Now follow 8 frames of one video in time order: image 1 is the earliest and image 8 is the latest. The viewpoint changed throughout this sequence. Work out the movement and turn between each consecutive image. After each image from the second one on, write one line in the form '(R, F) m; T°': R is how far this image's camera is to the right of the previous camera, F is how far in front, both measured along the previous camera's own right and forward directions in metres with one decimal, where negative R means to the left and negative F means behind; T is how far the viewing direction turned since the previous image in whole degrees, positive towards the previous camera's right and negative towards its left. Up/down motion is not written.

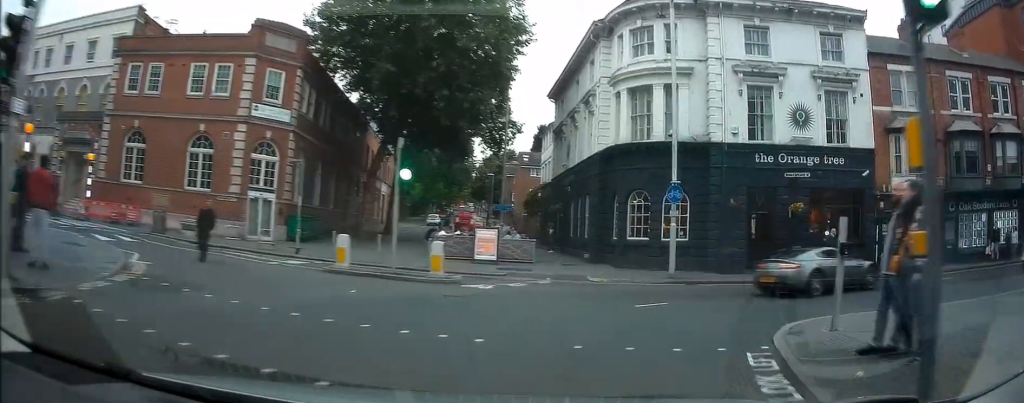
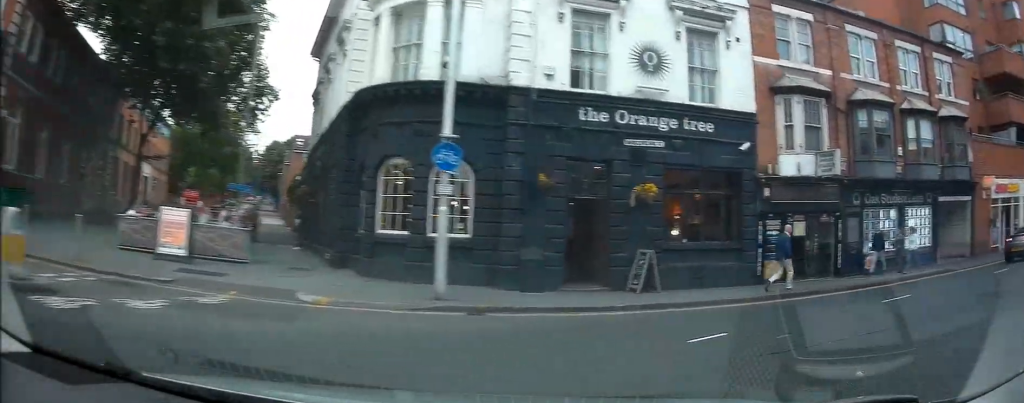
(+1.1, +10.6) m; +16°
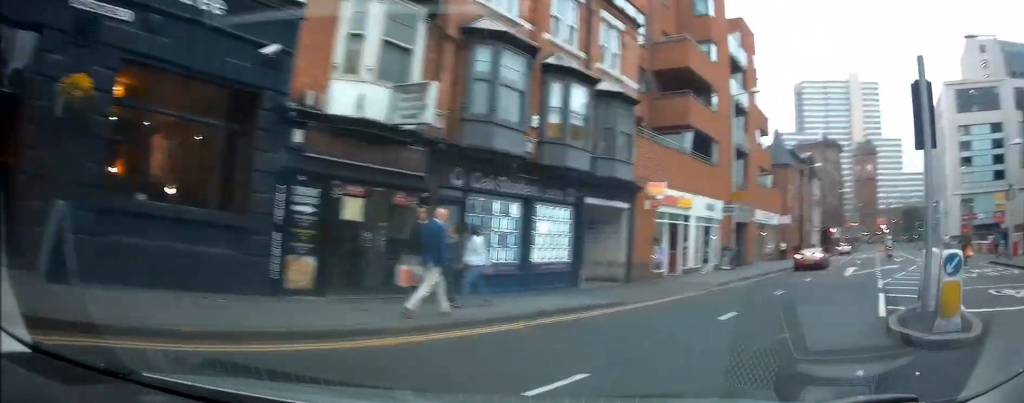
(+2.2, +9.6) m; +29°
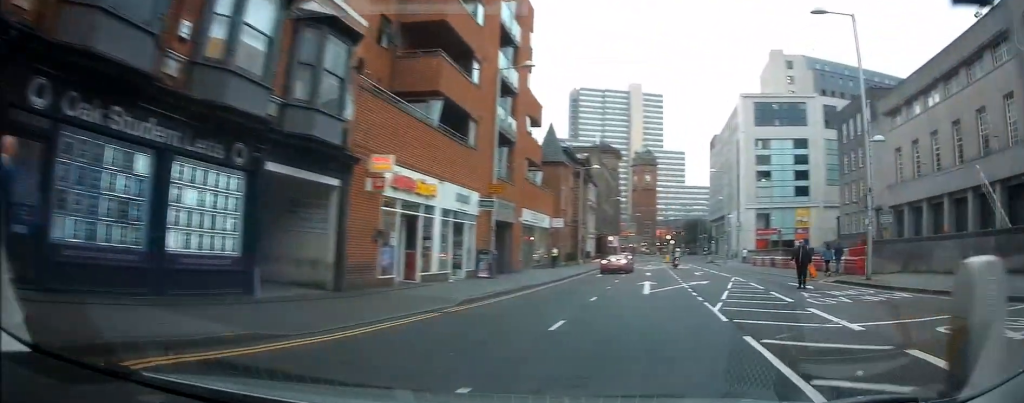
(+1.4, +6.9) m; +20°
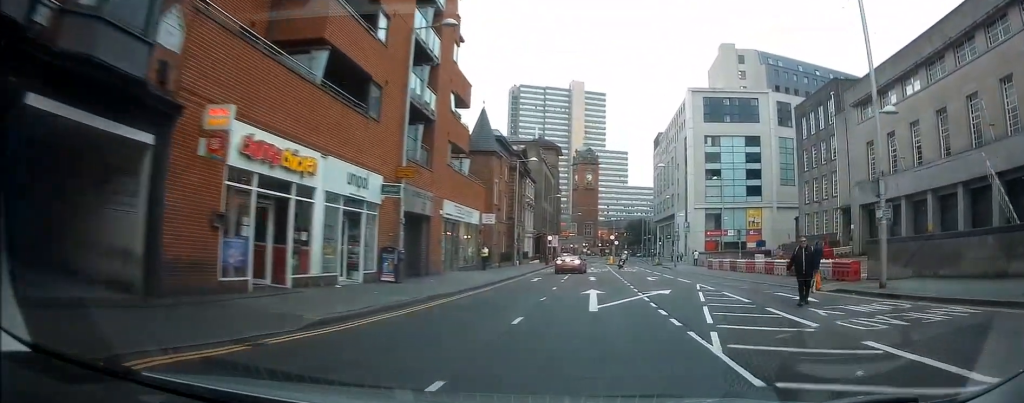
(+0.2, +5.5) m; +14°
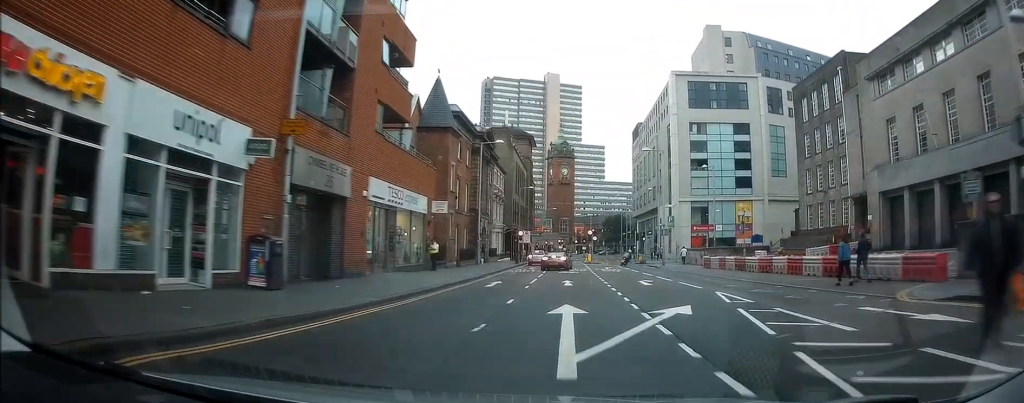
(+1.6, +7.5) m; +9°
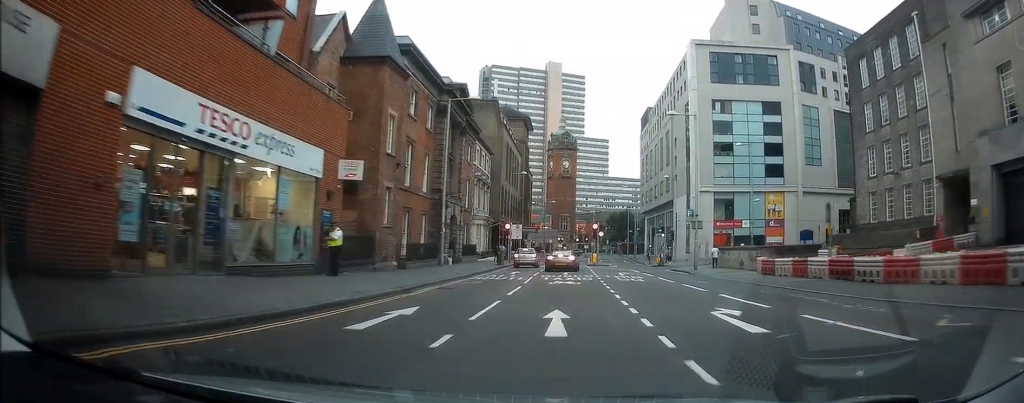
(-0.1, +13.5) m; -1°
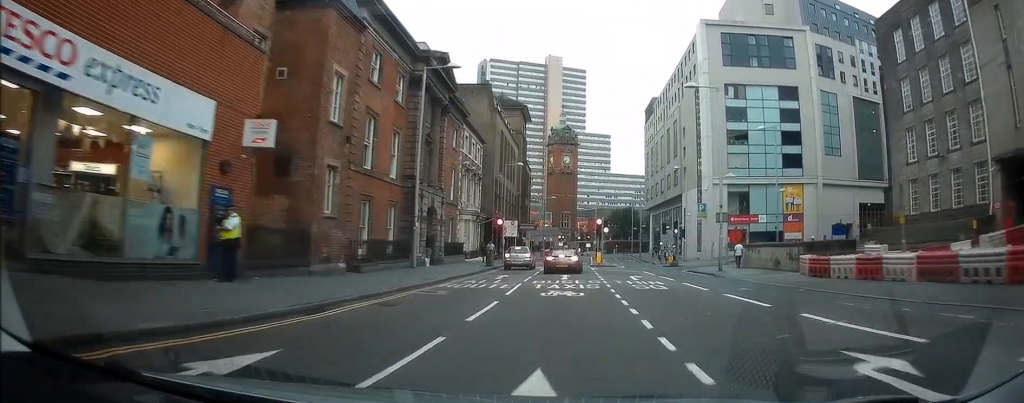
(-0.1, +6.6) m; +2°
